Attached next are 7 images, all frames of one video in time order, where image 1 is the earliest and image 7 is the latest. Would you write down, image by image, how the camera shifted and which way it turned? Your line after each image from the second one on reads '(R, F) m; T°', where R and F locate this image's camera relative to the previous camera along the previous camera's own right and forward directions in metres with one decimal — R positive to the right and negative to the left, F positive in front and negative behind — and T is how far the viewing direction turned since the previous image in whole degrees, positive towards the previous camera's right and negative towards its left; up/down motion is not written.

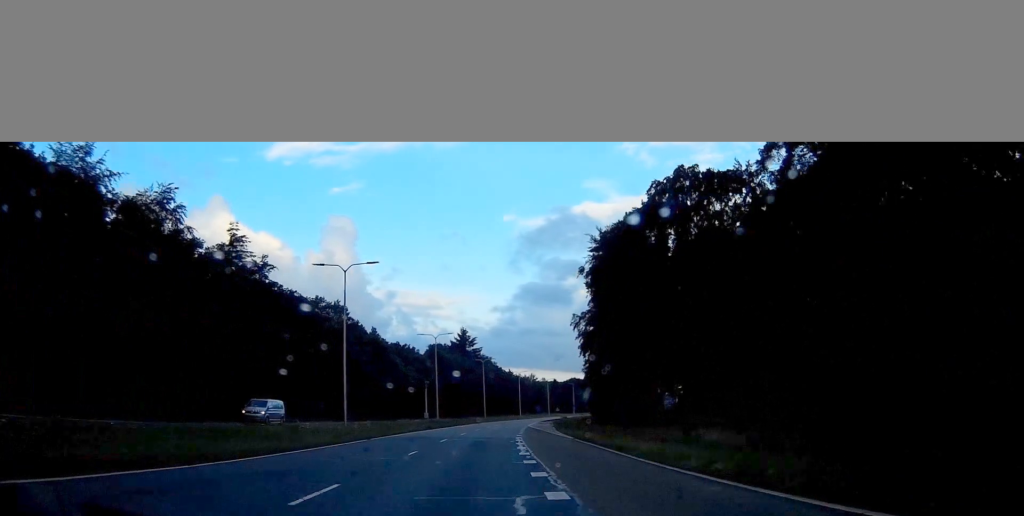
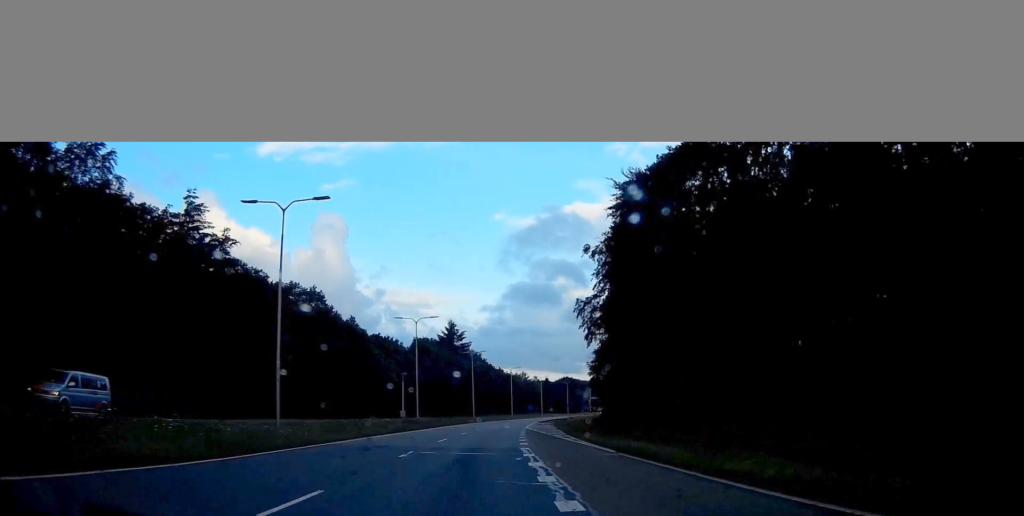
(+0.1, +13.3) m; 0°
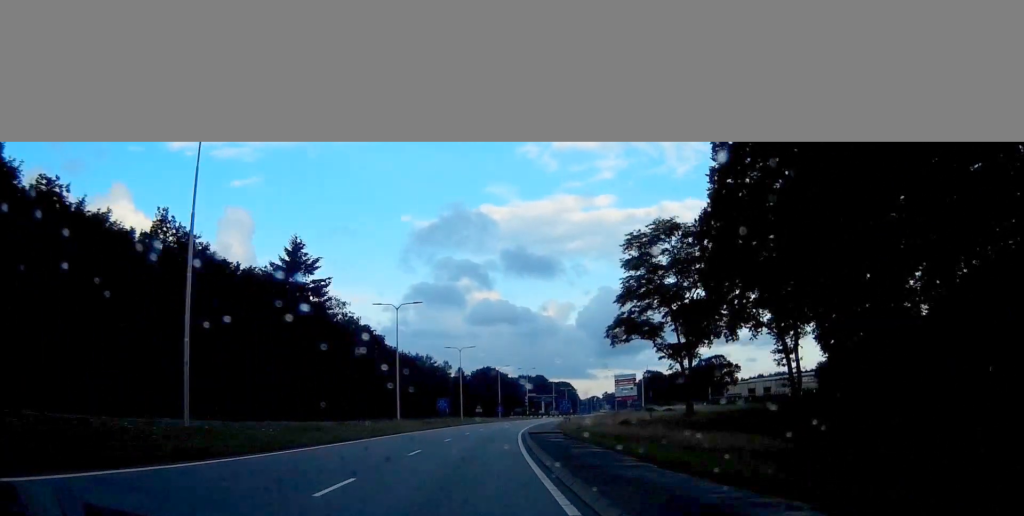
(+5.3, +86.9) m; +8°
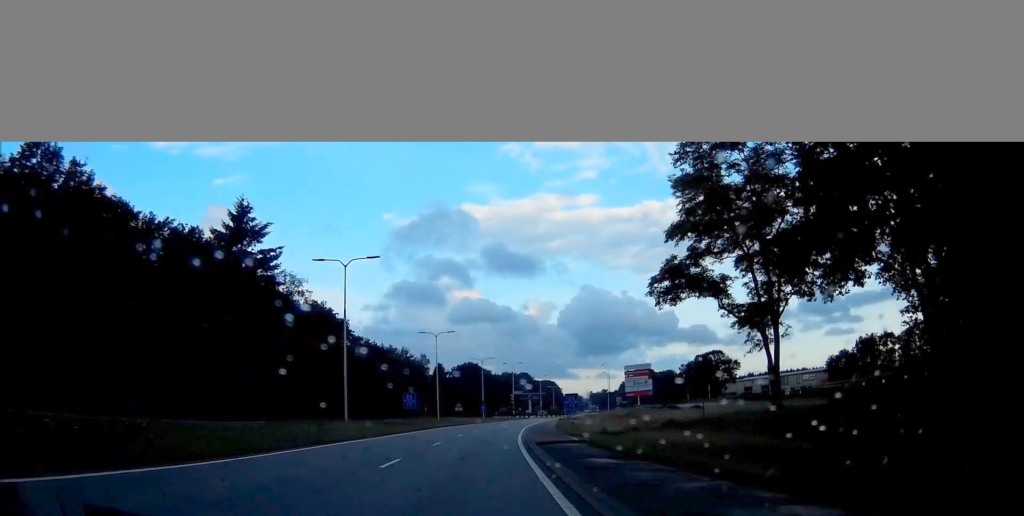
(+0.3, +17.0) m; +2°
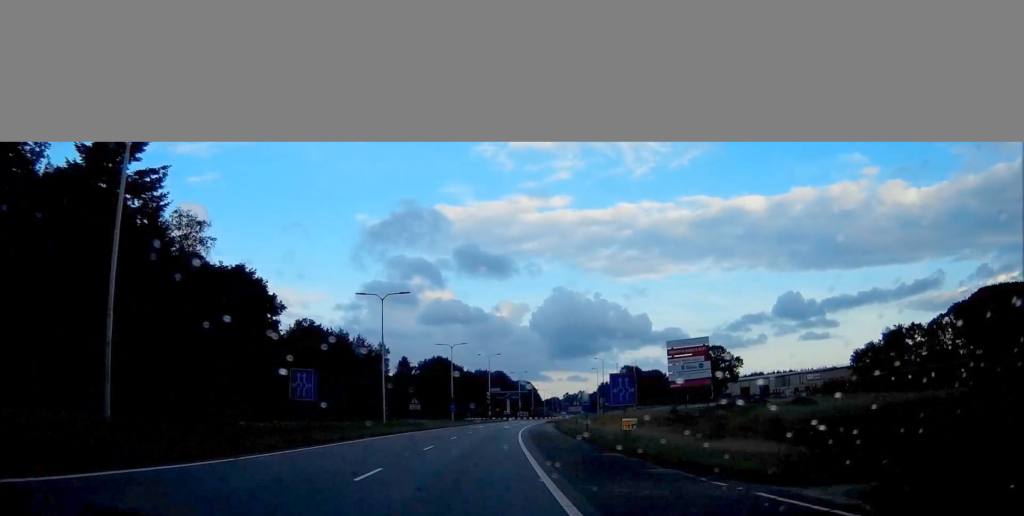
(+0.7, +27.0) m; +2°
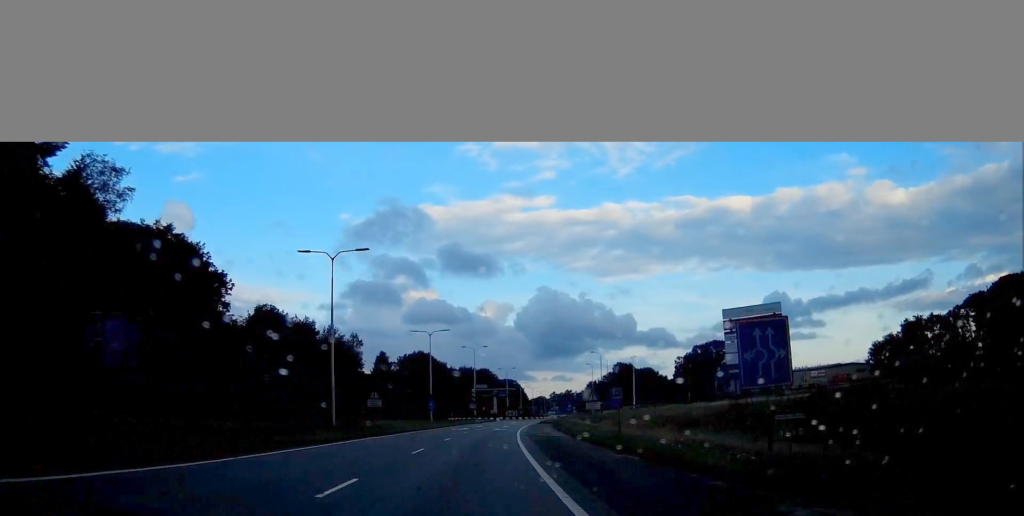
(0.0, +14.7) m; +1°
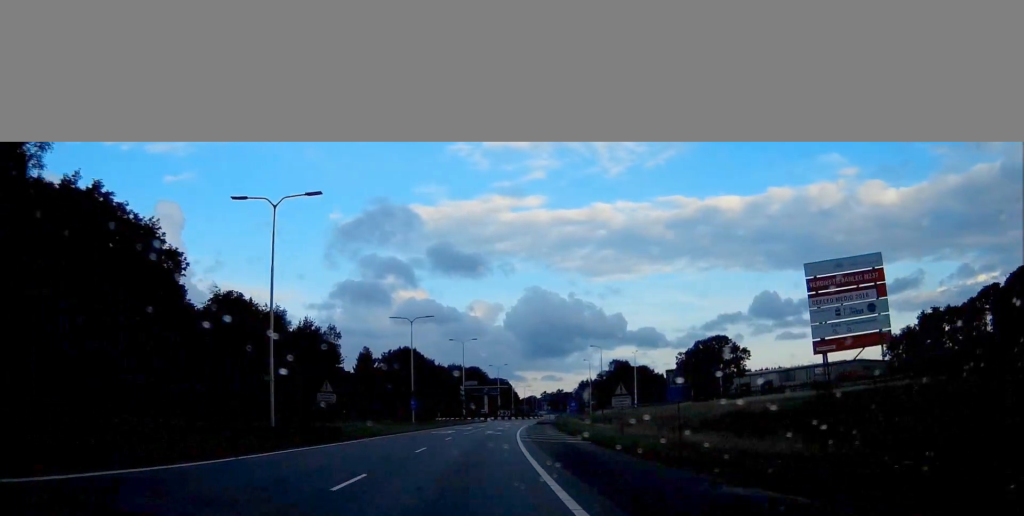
(+0.2, +10.8) m; +1°
